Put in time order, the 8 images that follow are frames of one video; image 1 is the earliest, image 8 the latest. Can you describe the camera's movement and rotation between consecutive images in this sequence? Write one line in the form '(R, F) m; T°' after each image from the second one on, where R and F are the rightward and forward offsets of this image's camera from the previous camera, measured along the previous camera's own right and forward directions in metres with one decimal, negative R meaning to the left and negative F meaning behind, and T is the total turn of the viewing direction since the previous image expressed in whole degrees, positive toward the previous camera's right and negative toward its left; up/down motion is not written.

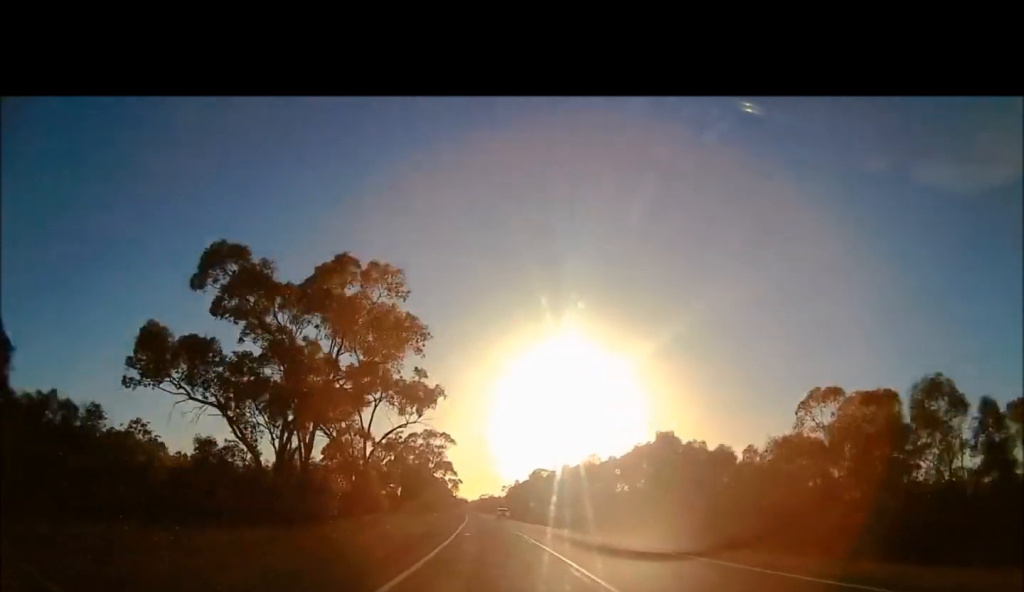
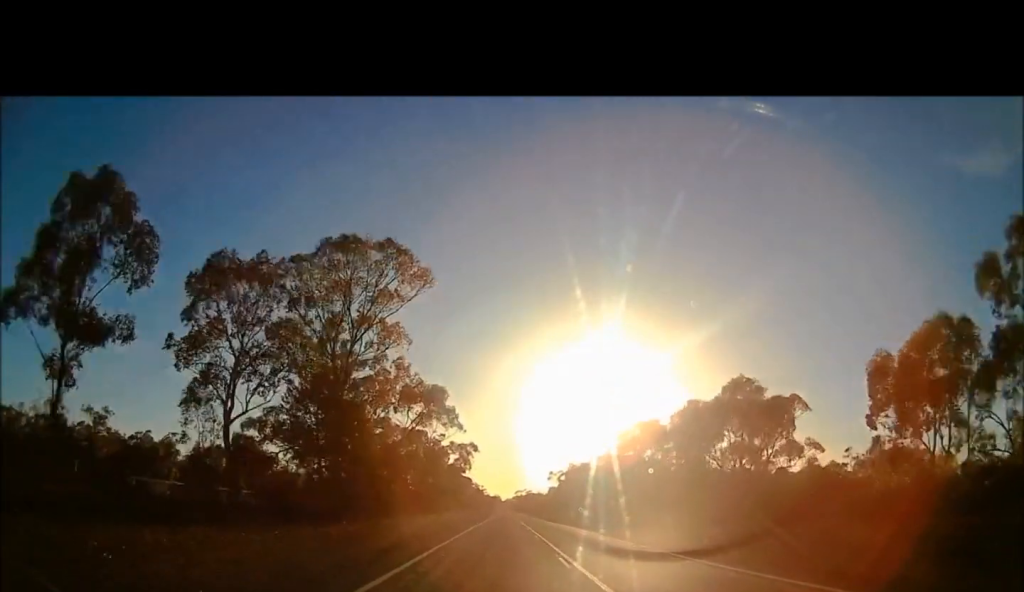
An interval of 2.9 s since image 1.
(-6.0, +94.8) m; -3°
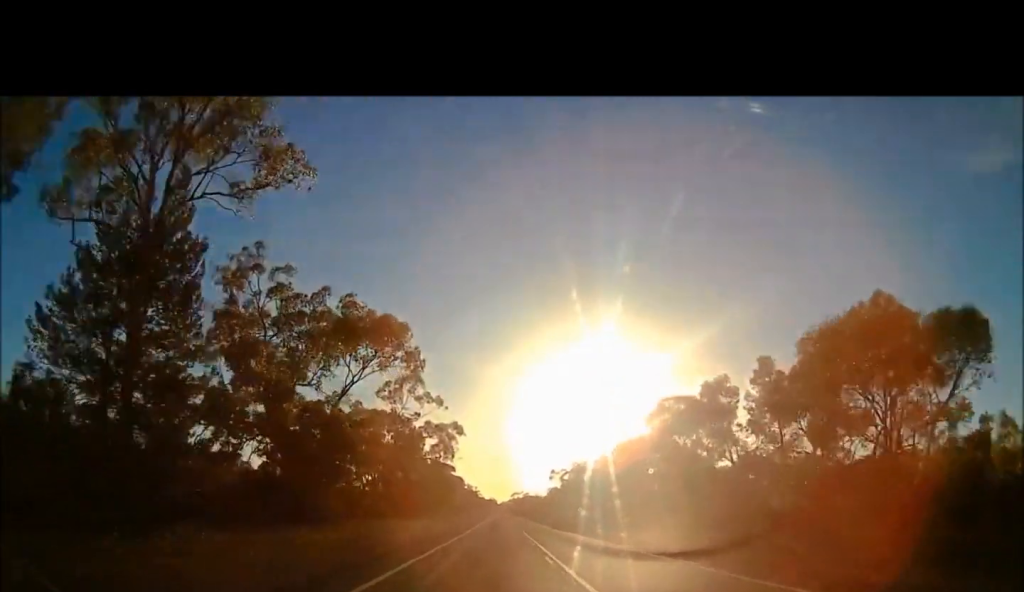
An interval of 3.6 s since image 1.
(+0.3, +23.2) m; 0°
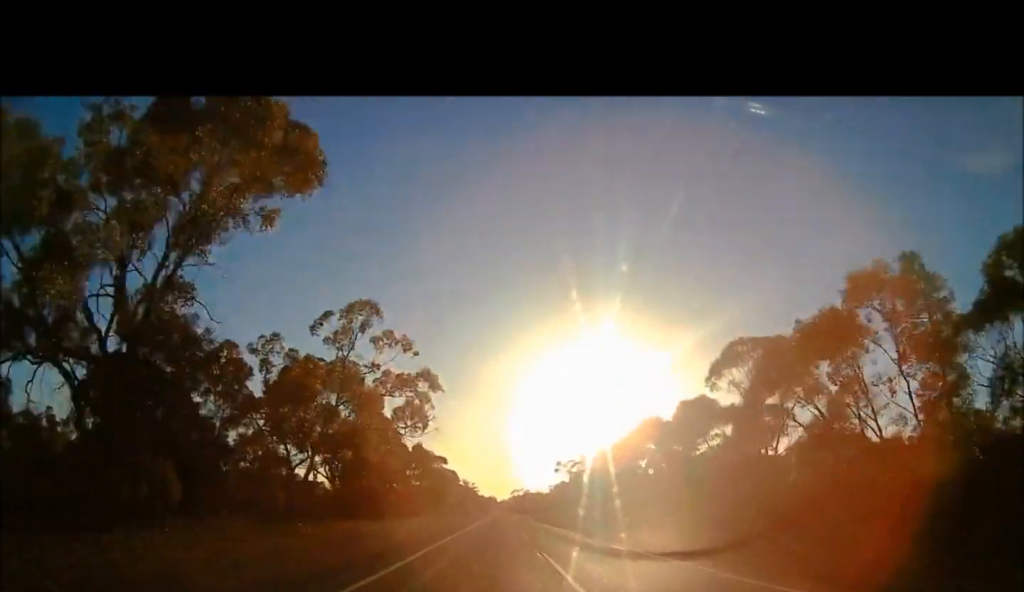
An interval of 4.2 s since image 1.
(+0.7, +22.1) m; 0°
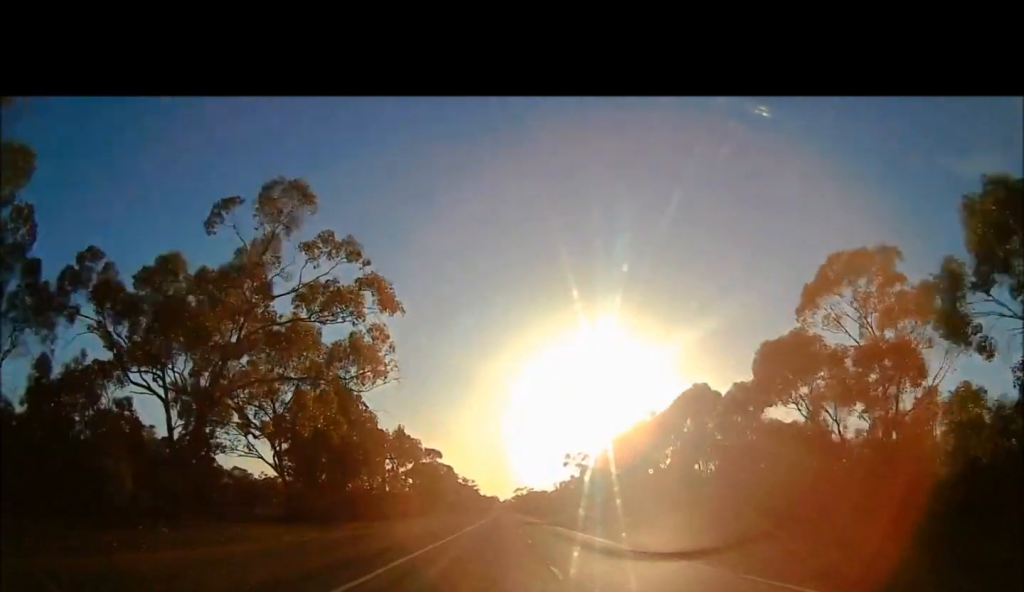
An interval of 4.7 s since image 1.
(-0.8, +16.7) m; 0°
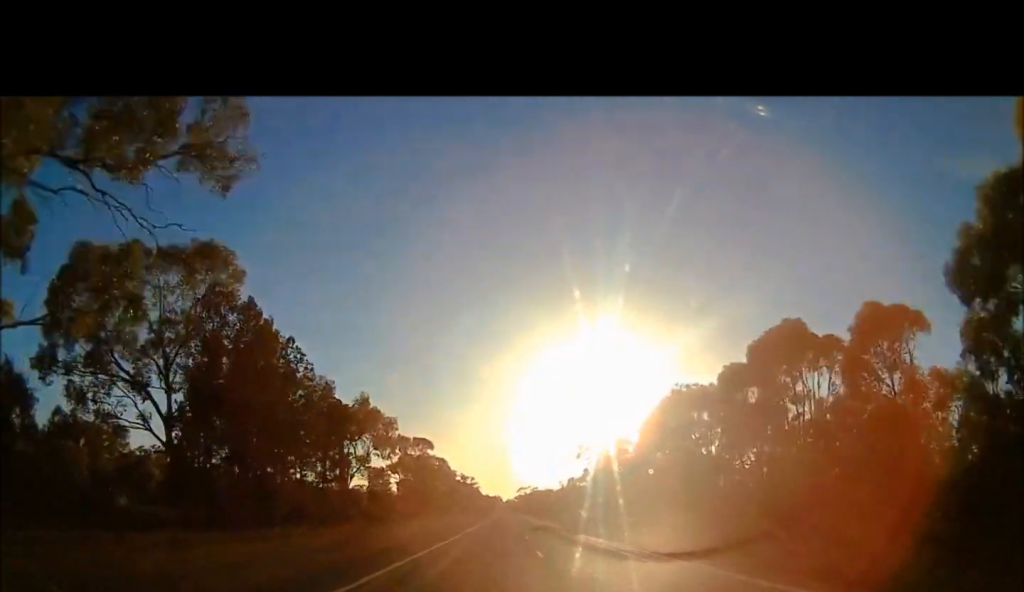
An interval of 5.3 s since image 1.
(-0.3, +18.9) m; 0°
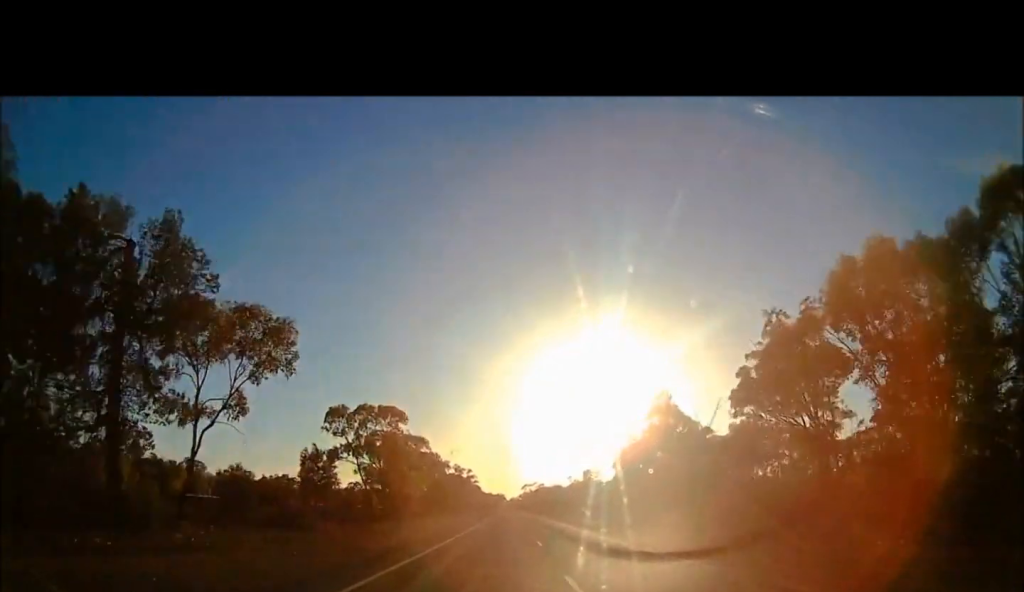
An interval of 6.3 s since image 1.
(+1.0, +32.4) m; 0°
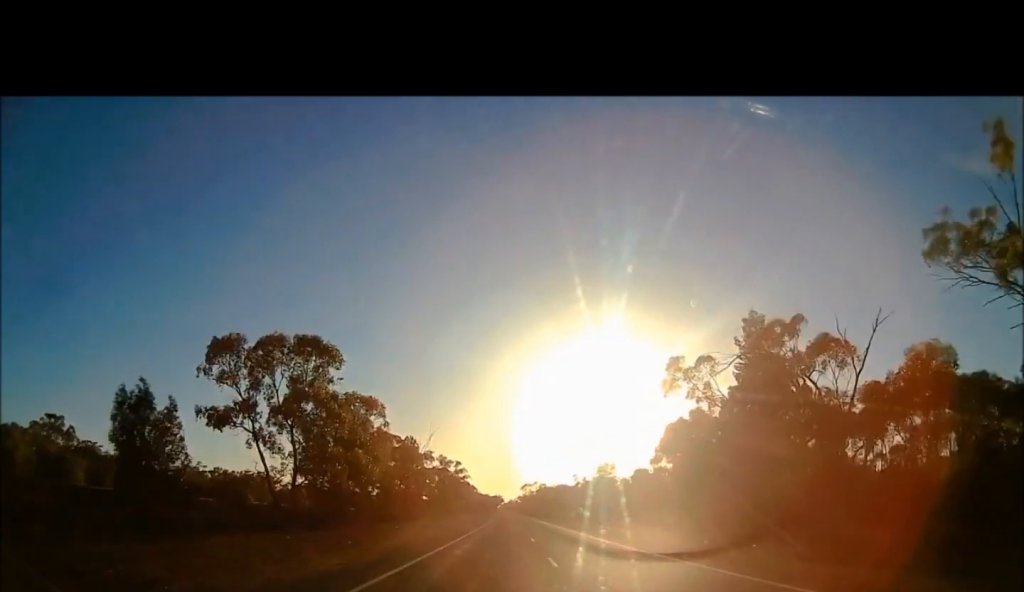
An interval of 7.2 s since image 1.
(-1.2, +31.2) m; -2°
